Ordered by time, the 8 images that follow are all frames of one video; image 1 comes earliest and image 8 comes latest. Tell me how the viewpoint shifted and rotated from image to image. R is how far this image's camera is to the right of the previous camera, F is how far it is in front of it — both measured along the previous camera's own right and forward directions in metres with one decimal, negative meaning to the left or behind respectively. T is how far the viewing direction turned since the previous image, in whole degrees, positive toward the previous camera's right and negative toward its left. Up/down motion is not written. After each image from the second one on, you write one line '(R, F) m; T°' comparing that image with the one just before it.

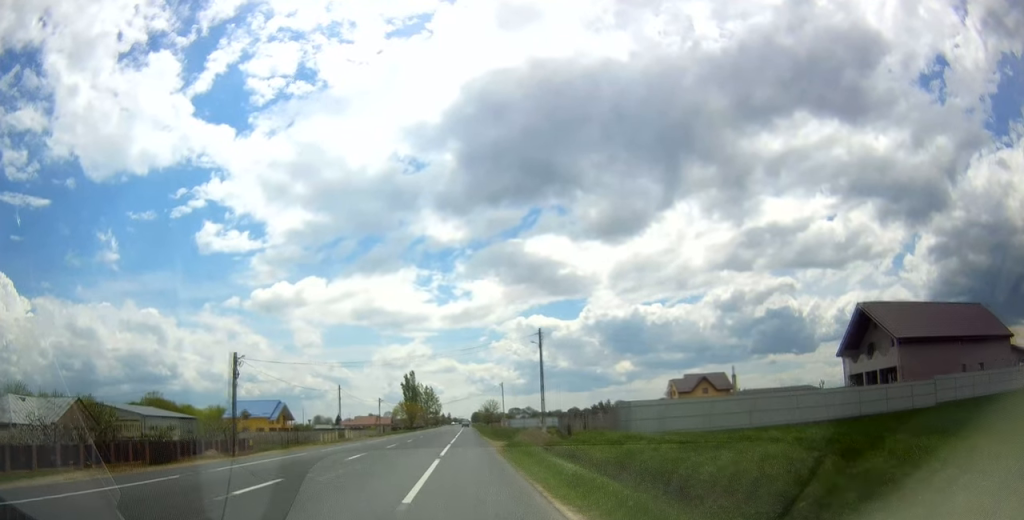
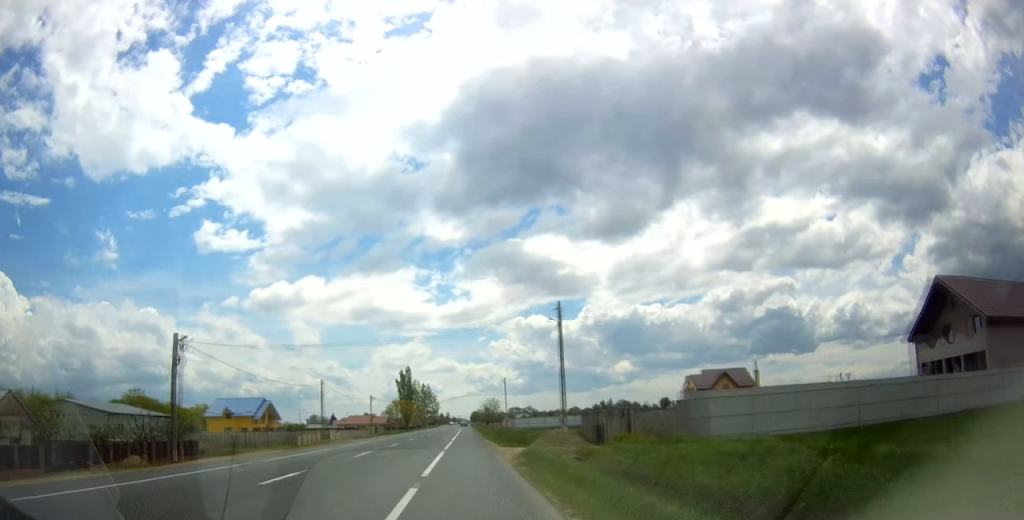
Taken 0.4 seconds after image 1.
(+0.1, +10.0) m; 0°
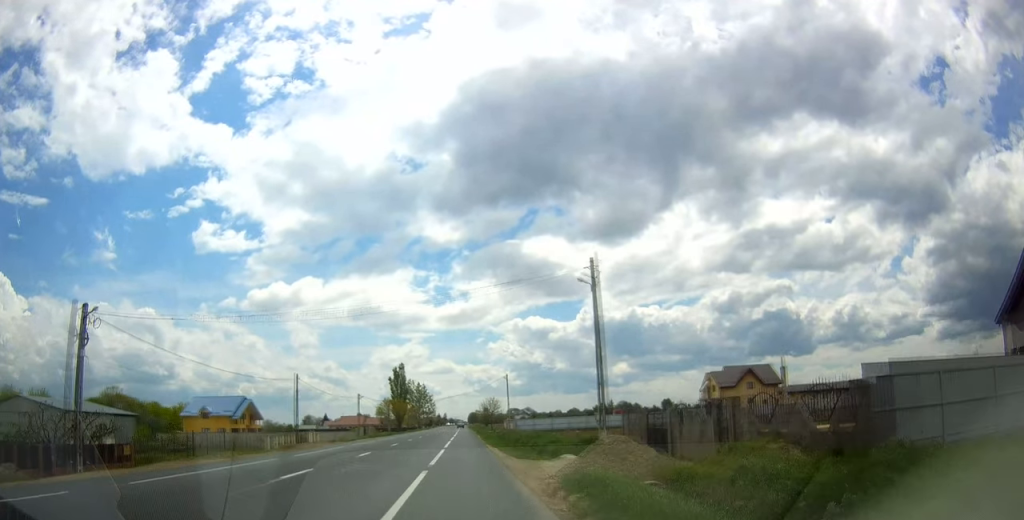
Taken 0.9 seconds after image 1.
(0.0, +10.7) m; 0°
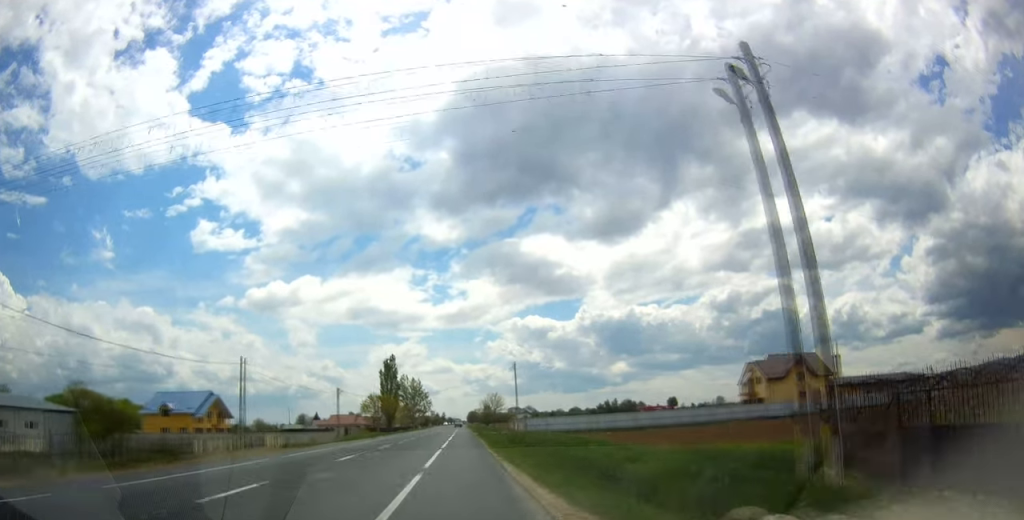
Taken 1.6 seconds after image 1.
(0.0, +15.9) m; 0°
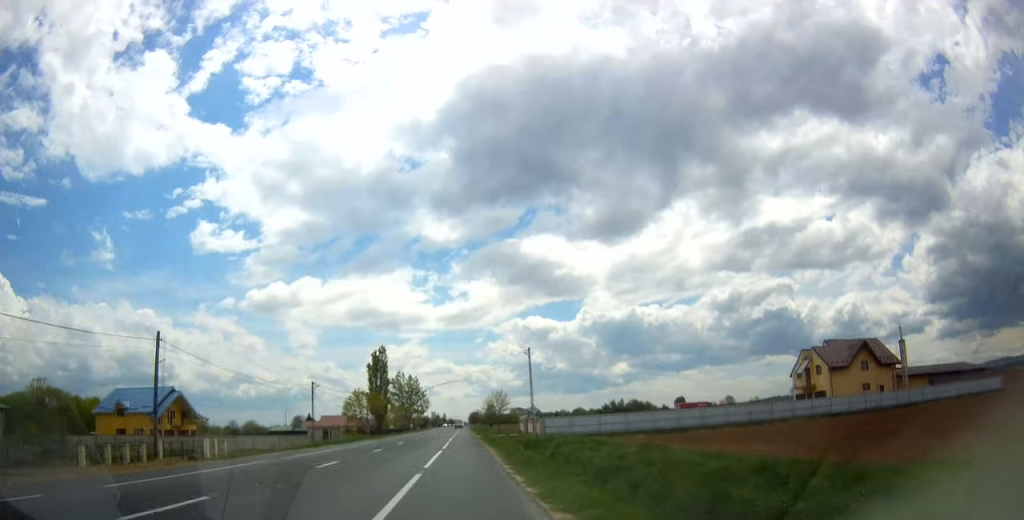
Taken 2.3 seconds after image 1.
(0.0, +14.7) m; 0°
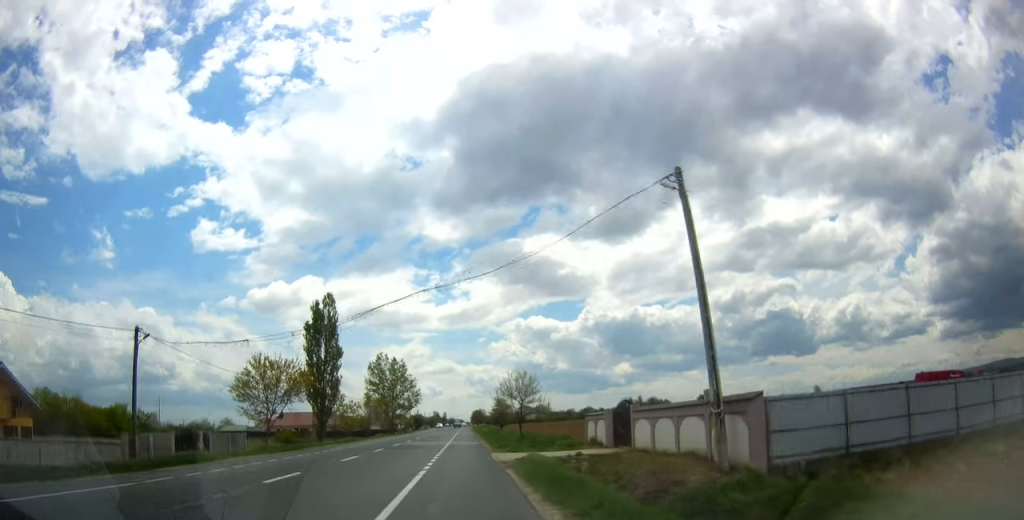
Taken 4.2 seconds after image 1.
(0.0, +40.3) m; 0°
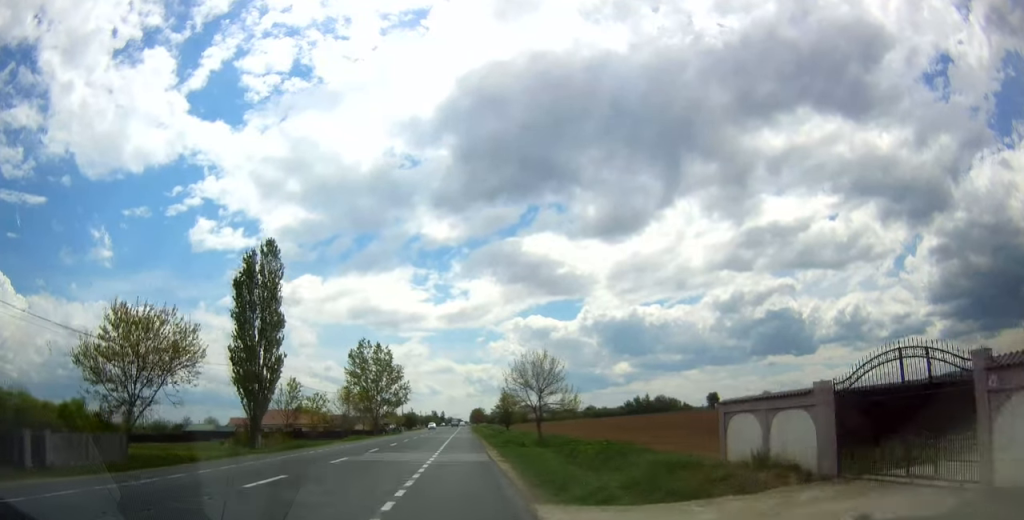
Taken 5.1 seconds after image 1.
(+0.1, +18.8) m; 0°
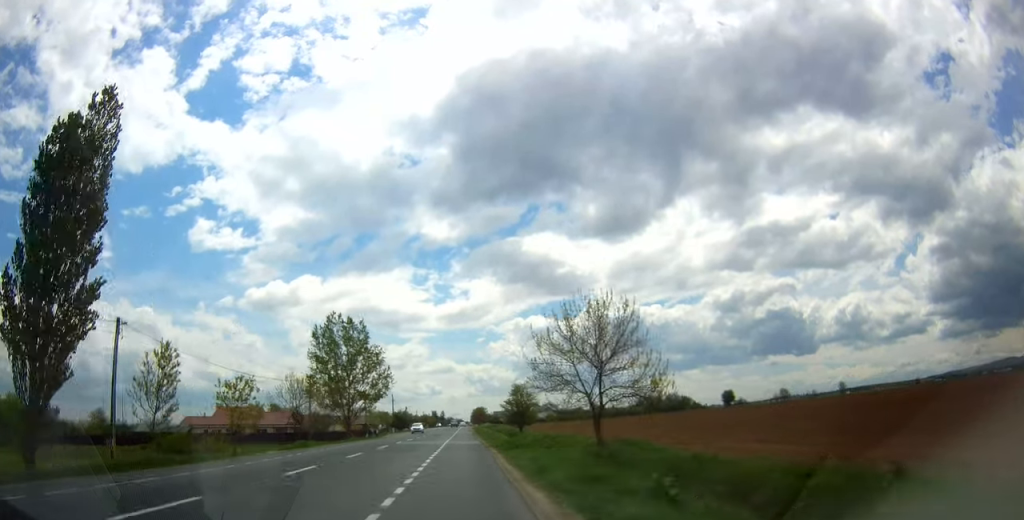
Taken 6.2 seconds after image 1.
(-0.1, +23.1) m; -1°
